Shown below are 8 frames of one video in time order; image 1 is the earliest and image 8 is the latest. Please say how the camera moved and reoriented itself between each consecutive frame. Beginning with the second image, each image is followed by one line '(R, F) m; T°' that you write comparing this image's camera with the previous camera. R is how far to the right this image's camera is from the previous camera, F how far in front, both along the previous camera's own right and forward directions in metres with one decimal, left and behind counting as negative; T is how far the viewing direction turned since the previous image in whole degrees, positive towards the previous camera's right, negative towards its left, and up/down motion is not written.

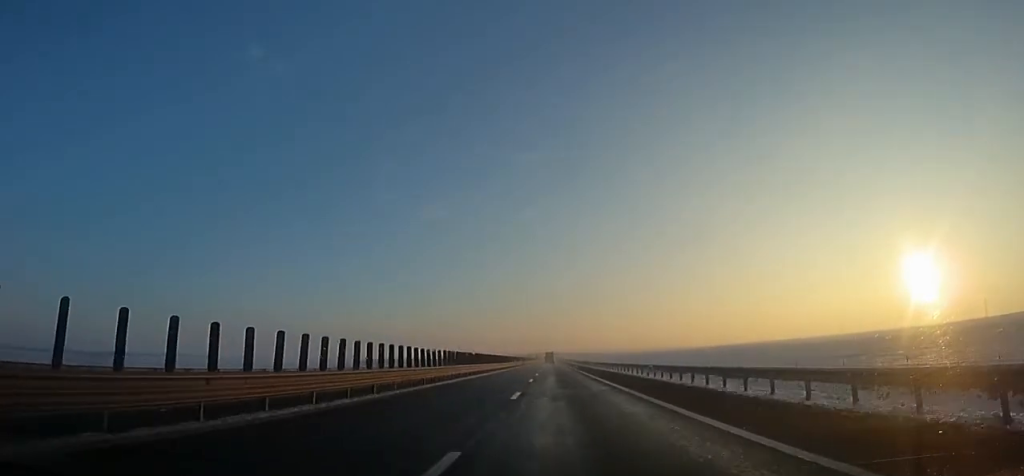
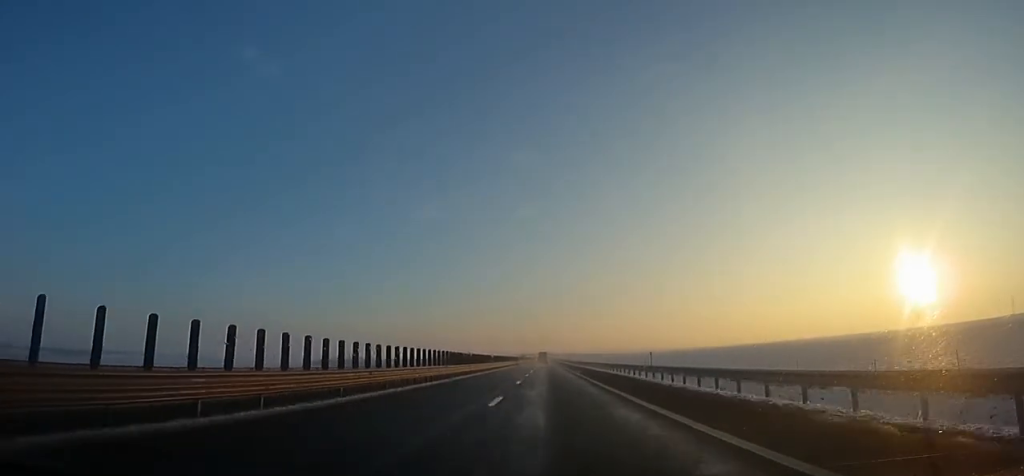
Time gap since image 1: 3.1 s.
(+1.0, +98.7) m; 0°
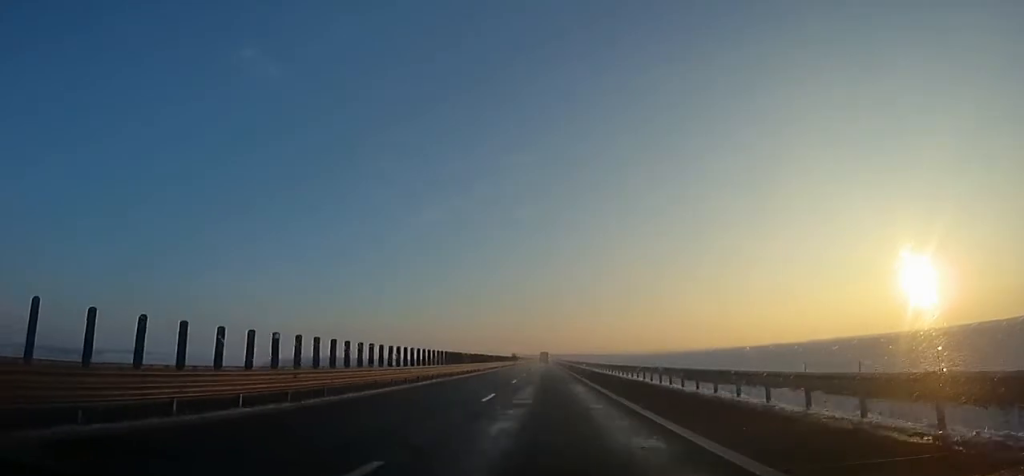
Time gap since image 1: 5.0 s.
(-0.2, +59.1) m; 0°
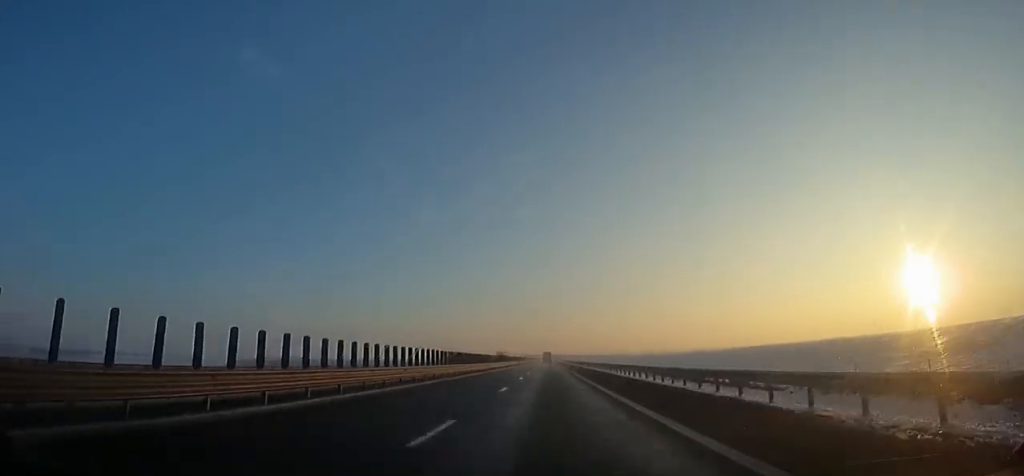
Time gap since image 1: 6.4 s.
(+0.1, +44.2) m; 0°
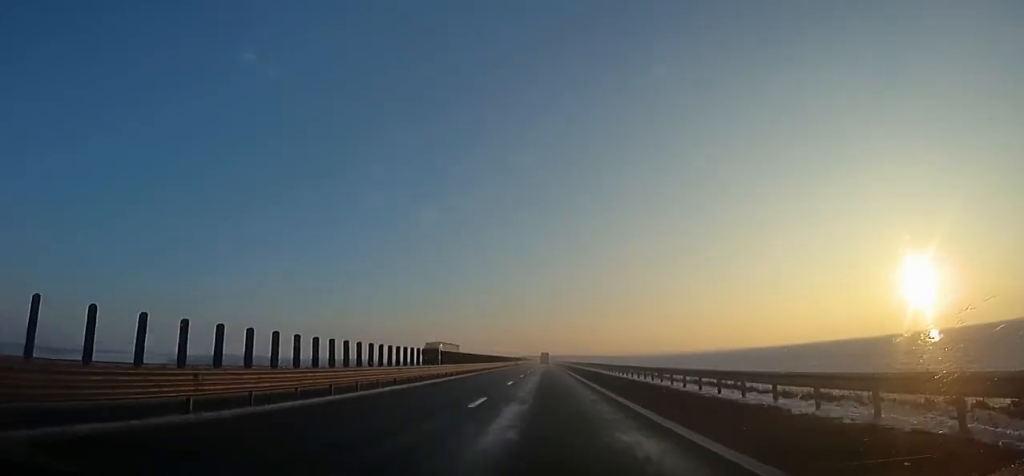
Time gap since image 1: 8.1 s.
(+0.1, +54.5) m; 0°
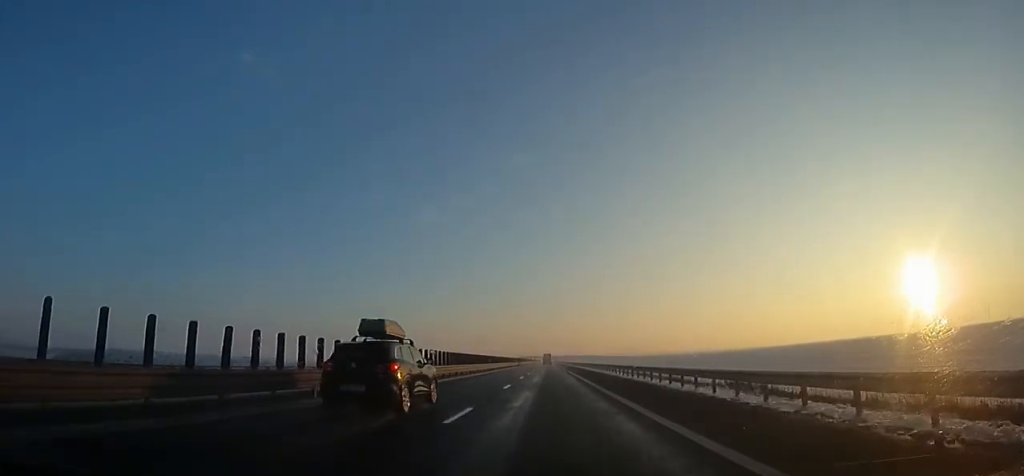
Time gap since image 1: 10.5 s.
(0.0, +75.2) m; 0°
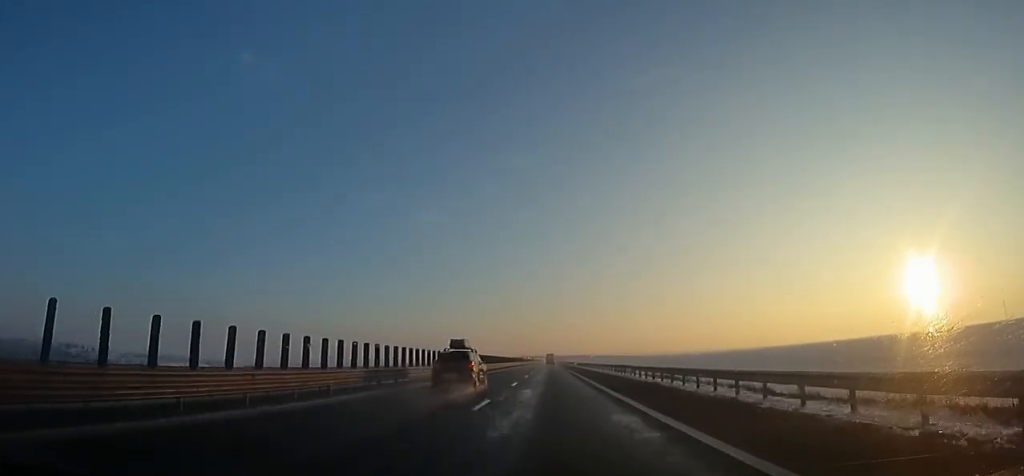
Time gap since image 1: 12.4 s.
(0.0, +57.5) m; 0°
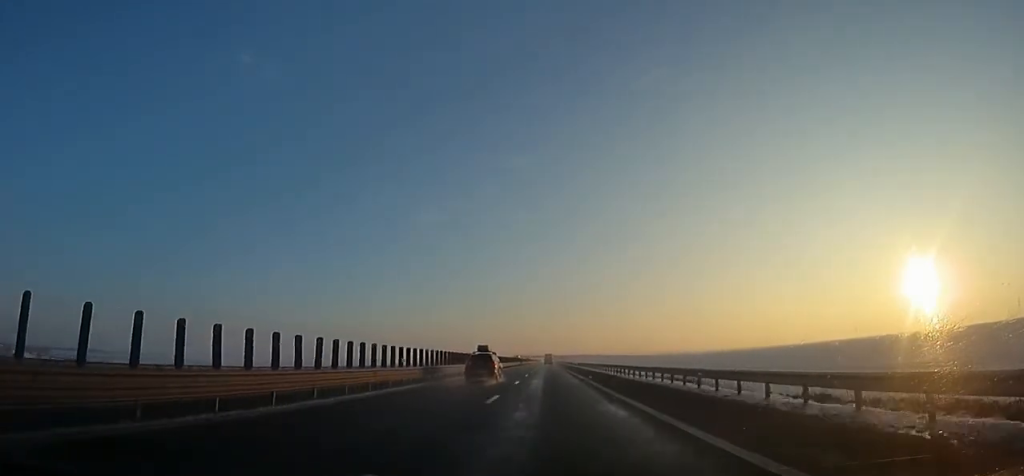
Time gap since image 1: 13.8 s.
(0.0, +46.1) m; 0°
